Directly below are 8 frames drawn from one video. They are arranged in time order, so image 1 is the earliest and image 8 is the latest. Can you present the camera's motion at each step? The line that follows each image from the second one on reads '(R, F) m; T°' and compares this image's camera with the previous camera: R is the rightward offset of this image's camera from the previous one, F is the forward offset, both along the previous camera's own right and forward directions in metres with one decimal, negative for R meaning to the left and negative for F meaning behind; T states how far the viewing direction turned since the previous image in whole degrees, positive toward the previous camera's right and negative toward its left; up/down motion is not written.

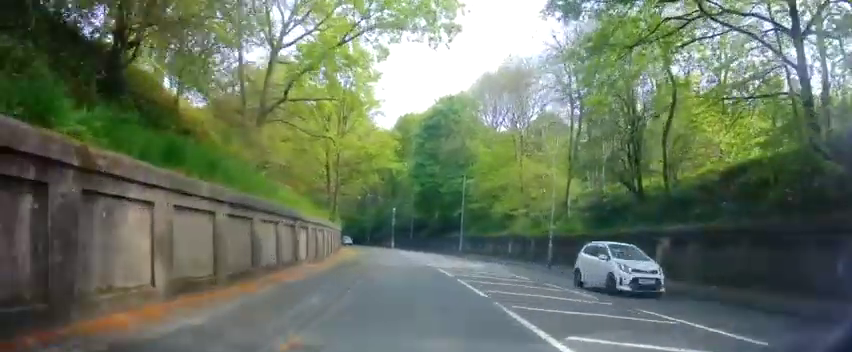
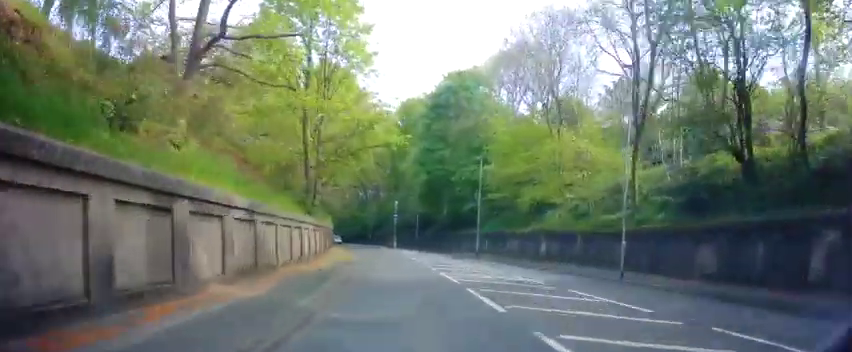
(-0.2, +8.9) m; -1°
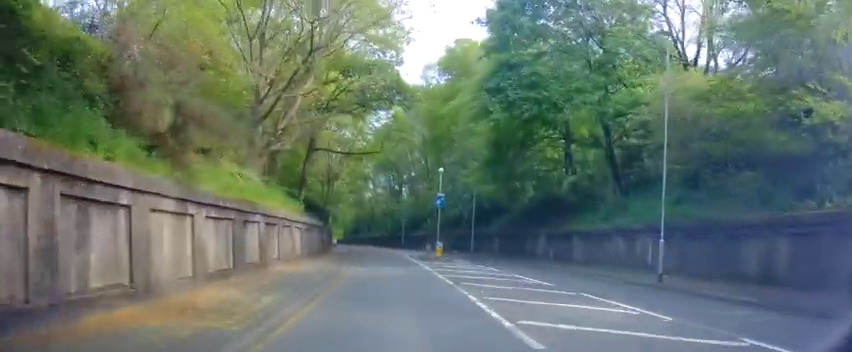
(-0.5, +26.1) m; -3°
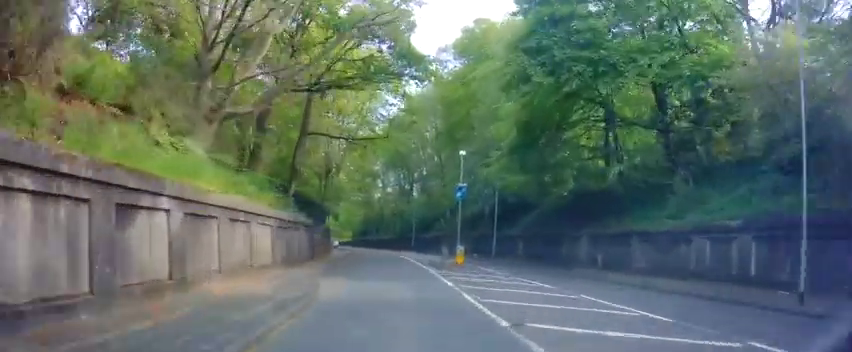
(0.0, +6.2) m; -1°
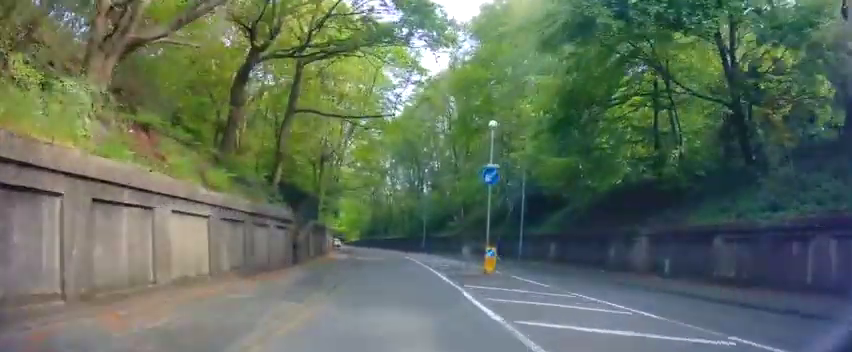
(0.0, +5.8) m; -1°
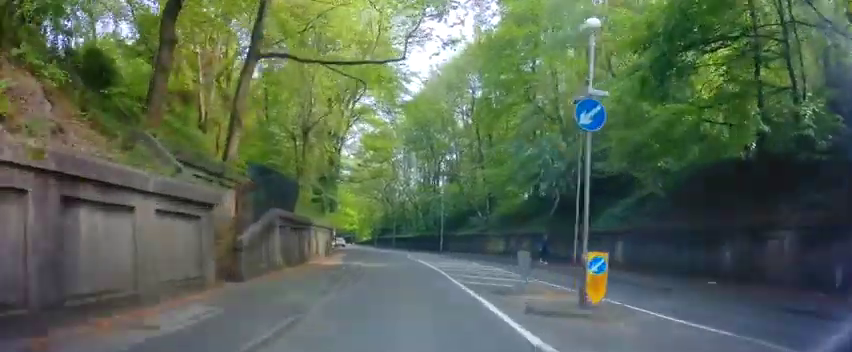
(-0.1, +8.4) m; -2°
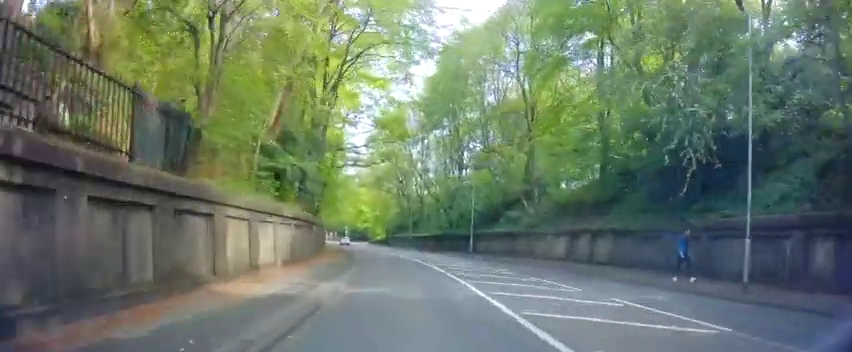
(-0.3, +12.3) m; -3°
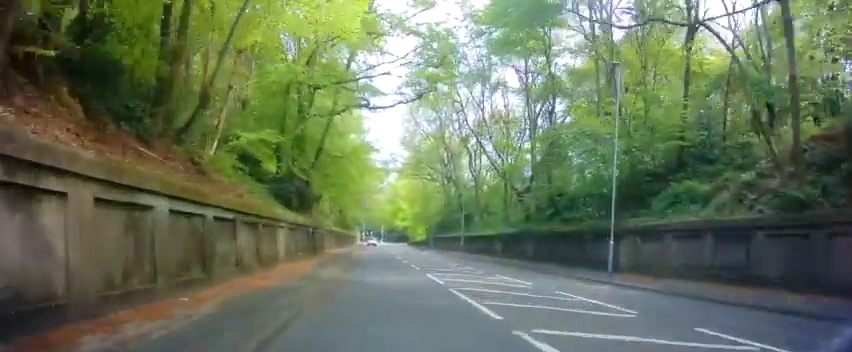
(-1.0, +22.0) m; -6°
